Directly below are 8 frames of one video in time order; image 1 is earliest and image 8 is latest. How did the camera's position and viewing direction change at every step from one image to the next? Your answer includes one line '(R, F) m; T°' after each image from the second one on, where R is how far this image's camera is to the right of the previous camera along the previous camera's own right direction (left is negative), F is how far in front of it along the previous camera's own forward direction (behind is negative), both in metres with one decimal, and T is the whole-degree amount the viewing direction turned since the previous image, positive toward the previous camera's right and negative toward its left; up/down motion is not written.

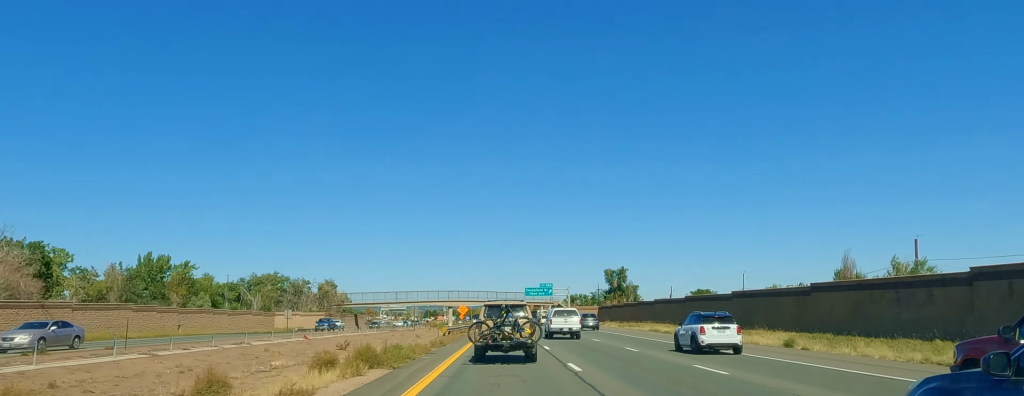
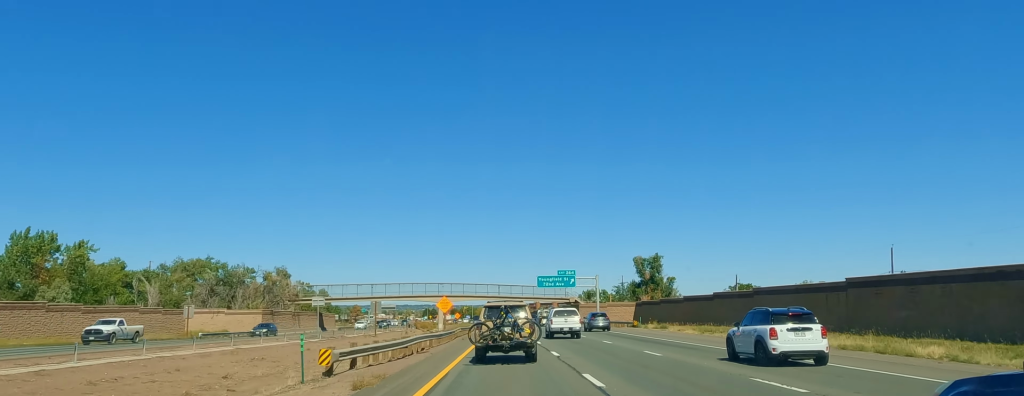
(+0.1, +41.4) m; 0°
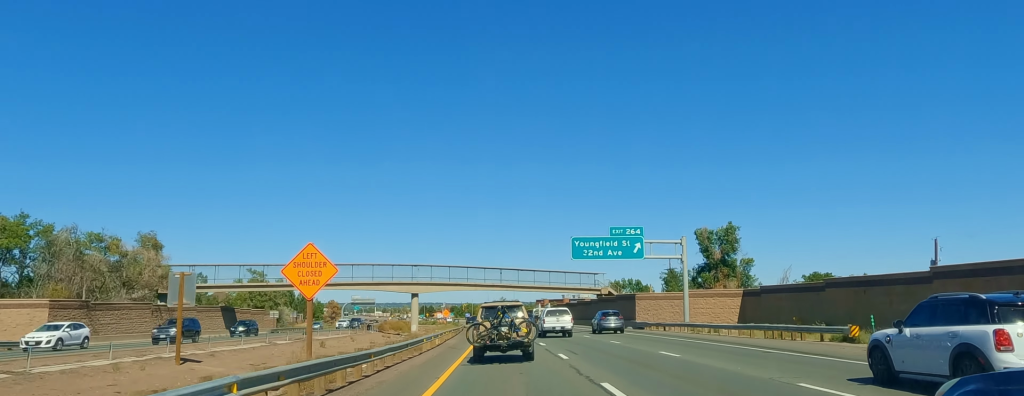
(-0.3, +52.1) m; -1°
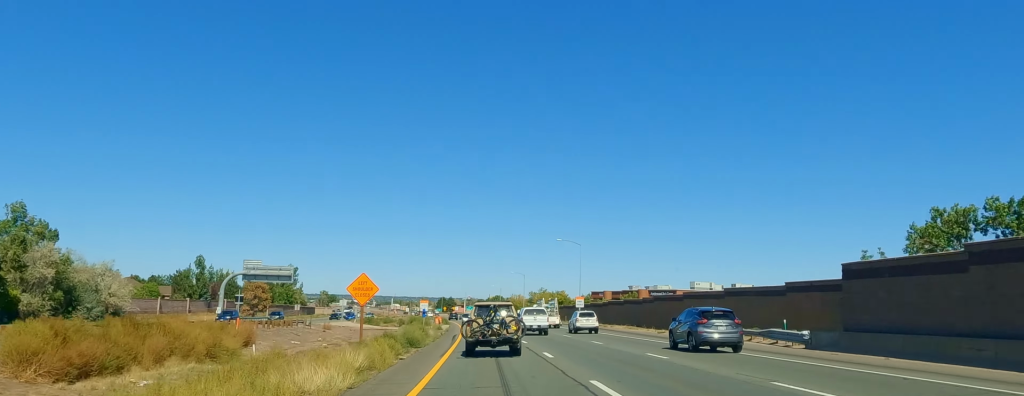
(-4.0, +121.3) m; -3°
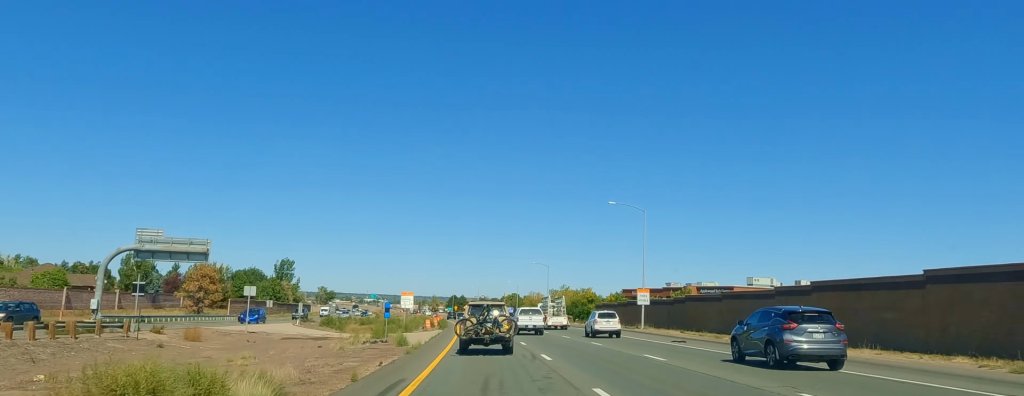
(+0.8, +38.4) m; -1°
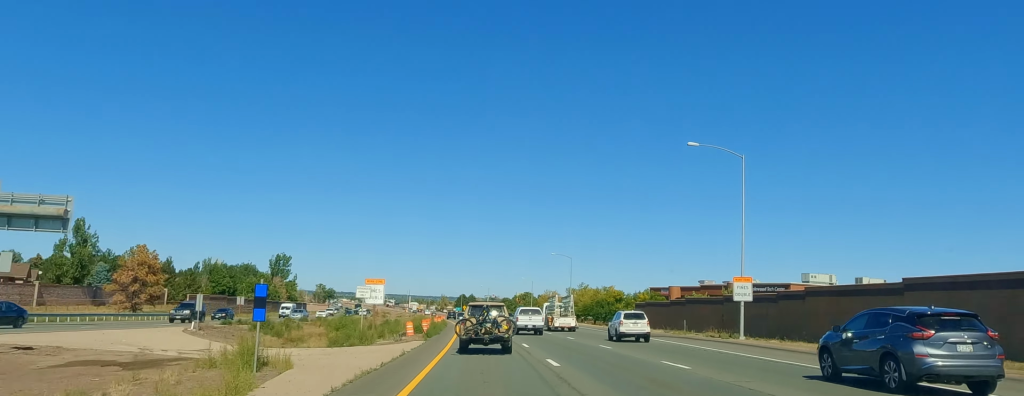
(-0.8, +26.7) m; -1°
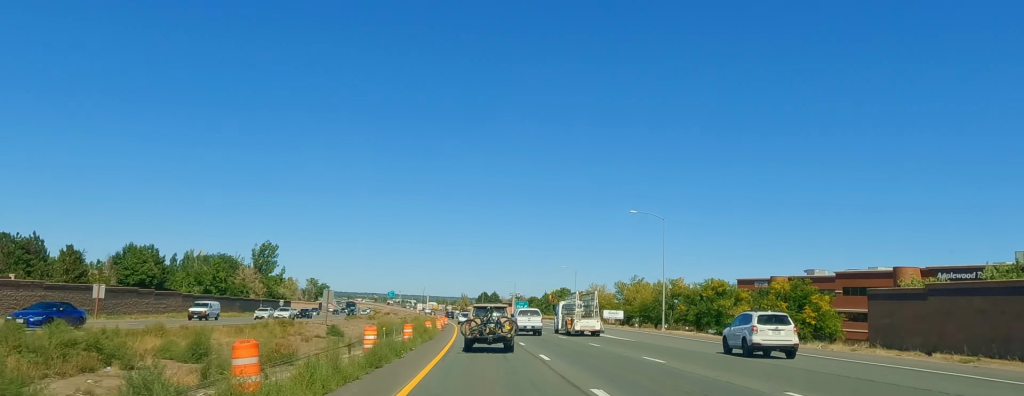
(-1.8, +59.1) m; -2°
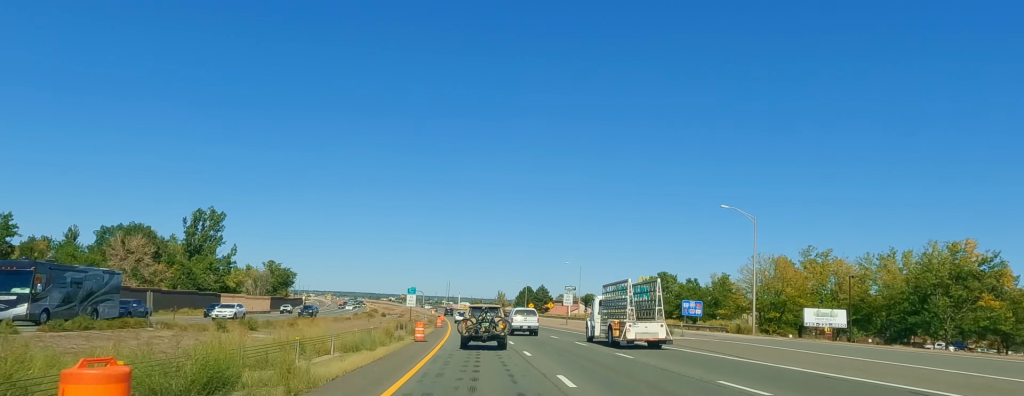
(-1.8, +95.6) m; -2°
